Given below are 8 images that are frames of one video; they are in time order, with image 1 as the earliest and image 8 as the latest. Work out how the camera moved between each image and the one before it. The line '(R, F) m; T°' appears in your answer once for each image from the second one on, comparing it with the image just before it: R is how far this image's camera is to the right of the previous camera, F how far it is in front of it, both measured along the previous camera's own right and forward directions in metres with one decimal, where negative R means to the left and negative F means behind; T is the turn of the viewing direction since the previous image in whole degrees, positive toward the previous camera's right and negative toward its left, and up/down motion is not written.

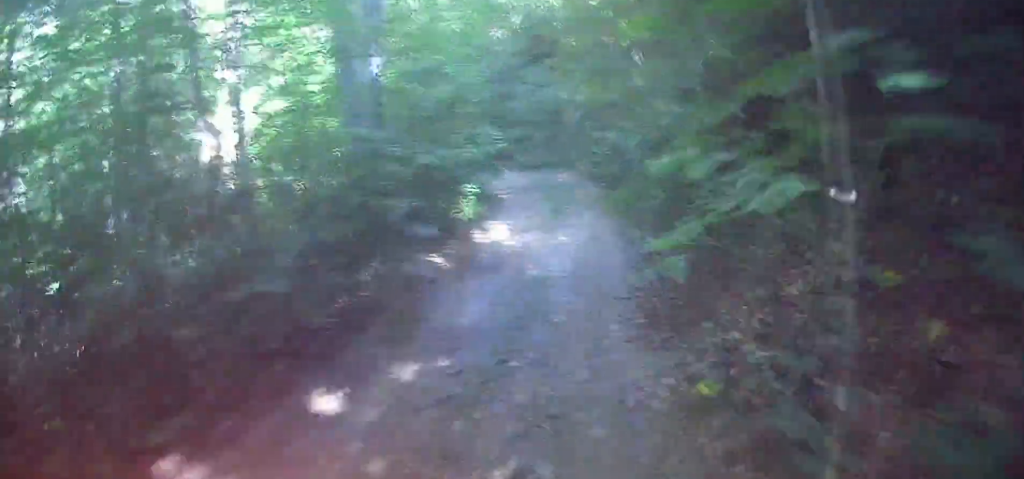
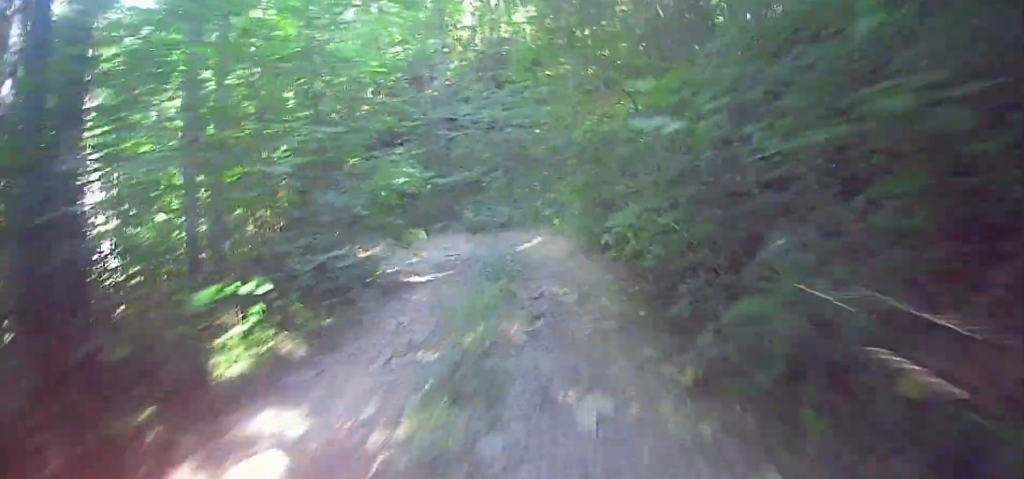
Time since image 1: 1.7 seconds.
(+0.4, +7.1) m; +9°
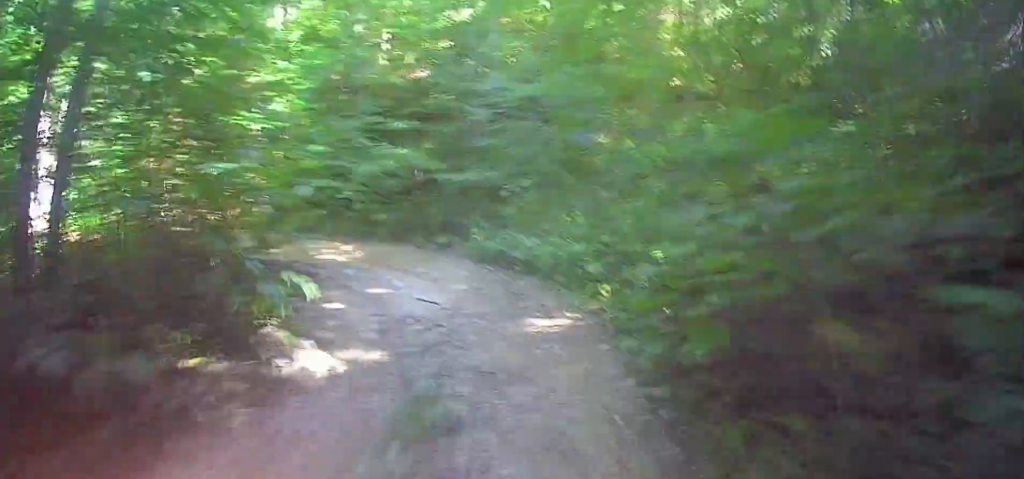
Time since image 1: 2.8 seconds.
(+0.2, +4.8) m; +4°
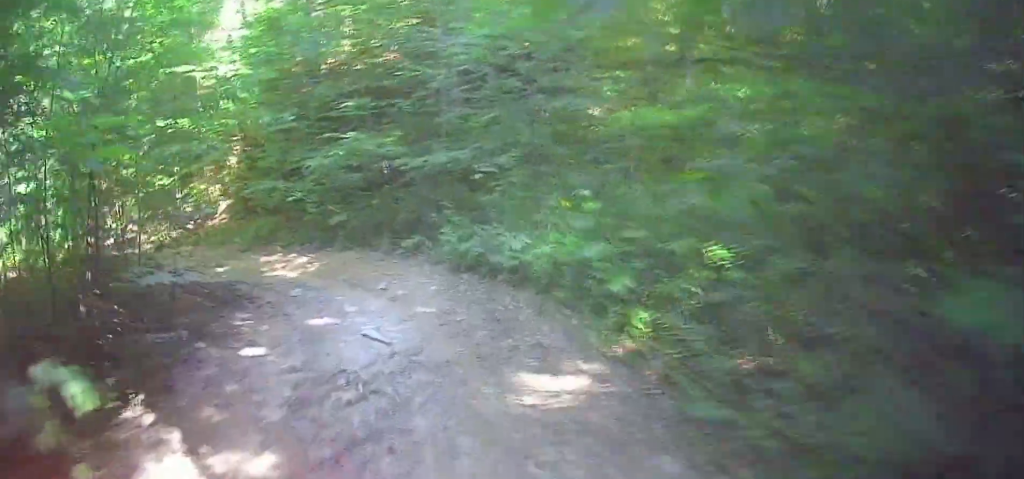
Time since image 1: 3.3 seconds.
(0.0, +2.6) m; +2°
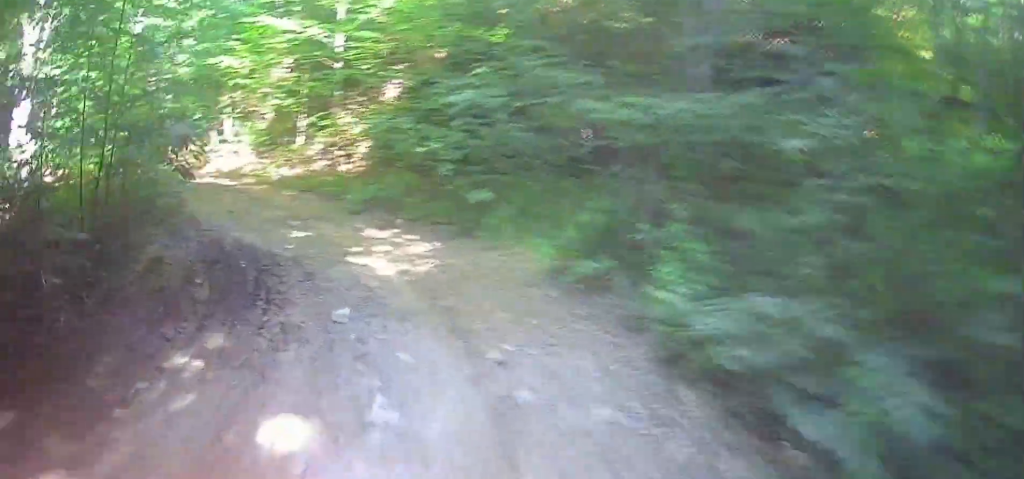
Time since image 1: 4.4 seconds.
(+0.2, +5.1) m; -2°
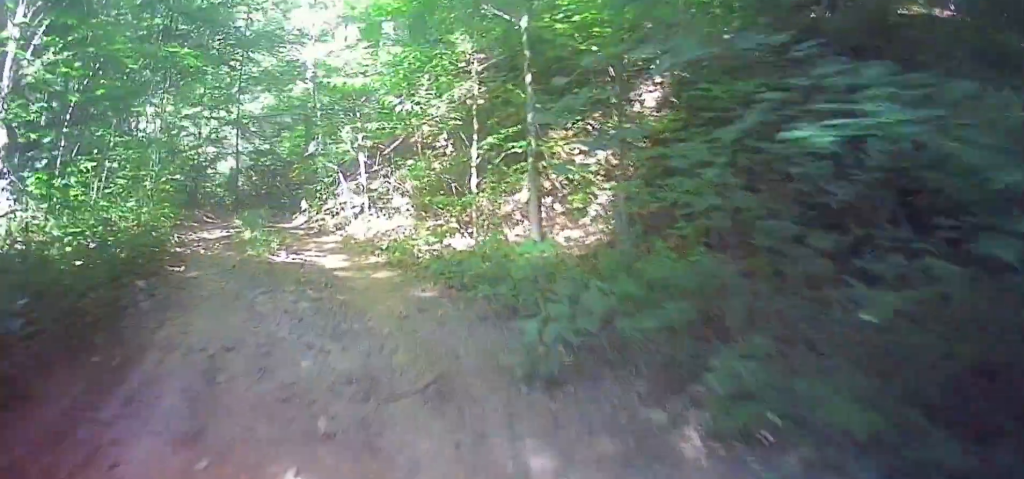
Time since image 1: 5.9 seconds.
(-0.7, +7.4) m; -9°
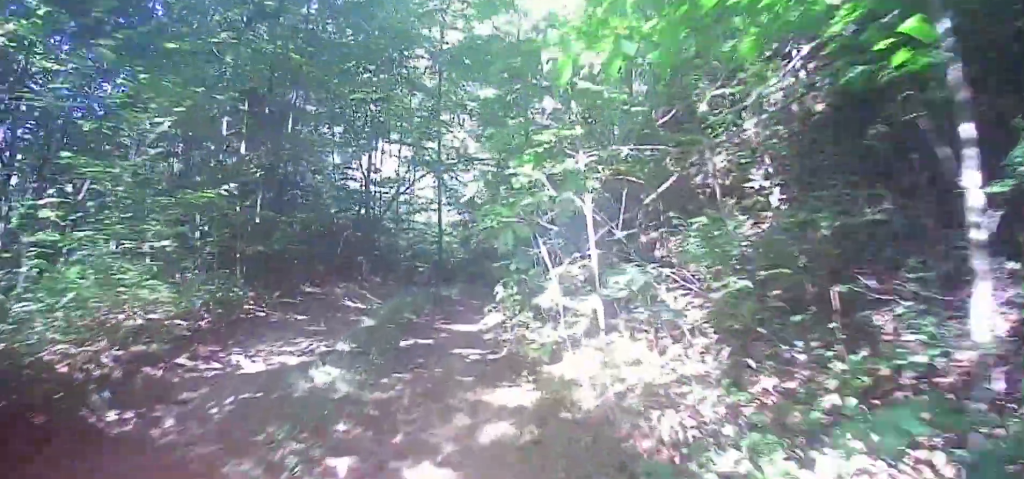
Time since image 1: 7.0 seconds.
(-0.2, +5.5) m; -11°
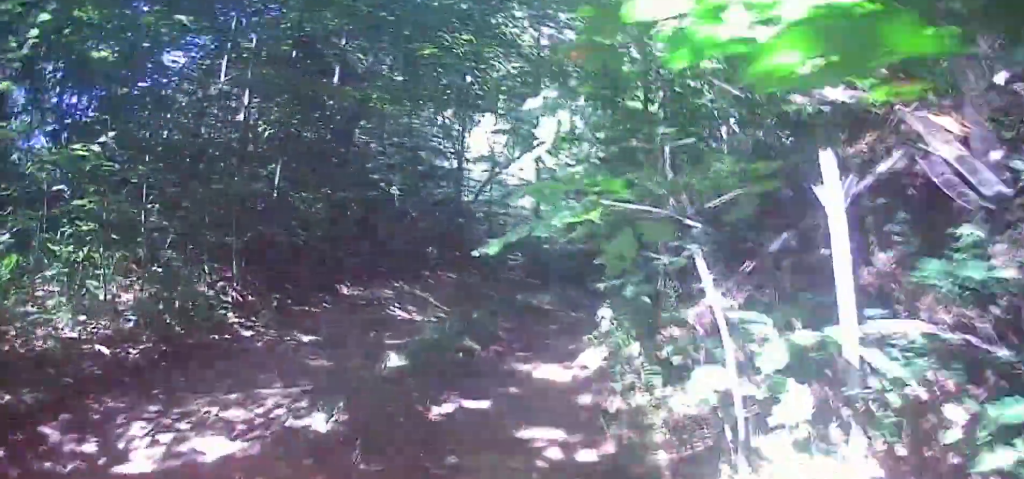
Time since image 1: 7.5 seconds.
(+0.1, +2.2) m; -9°
